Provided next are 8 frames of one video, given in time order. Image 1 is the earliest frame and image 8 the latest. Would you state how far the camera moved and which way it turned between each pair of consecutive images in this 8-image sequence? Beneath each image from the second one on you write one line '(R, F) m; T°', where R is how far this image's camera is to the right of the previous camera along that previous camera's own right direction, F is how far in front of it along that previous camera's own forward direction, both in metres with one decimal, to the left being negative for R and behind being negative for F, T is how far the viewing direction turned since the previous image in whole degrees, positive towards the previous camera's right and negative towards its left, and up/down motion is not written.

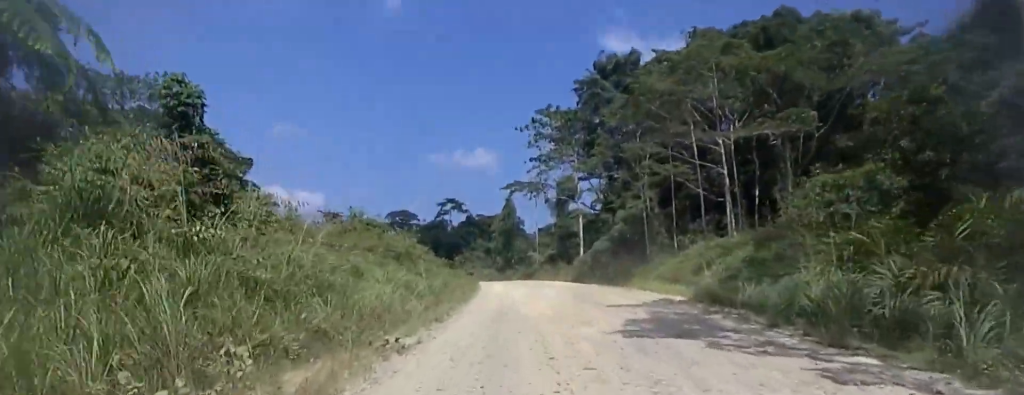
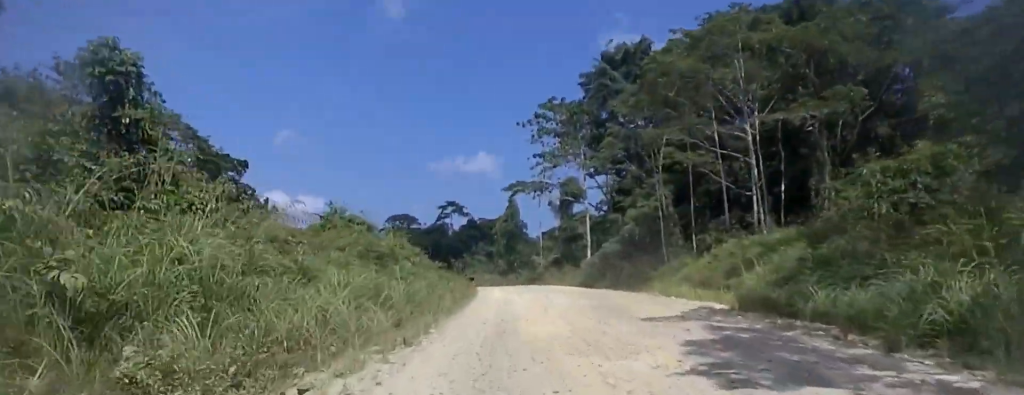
(0.0, +4.8) m; 0°
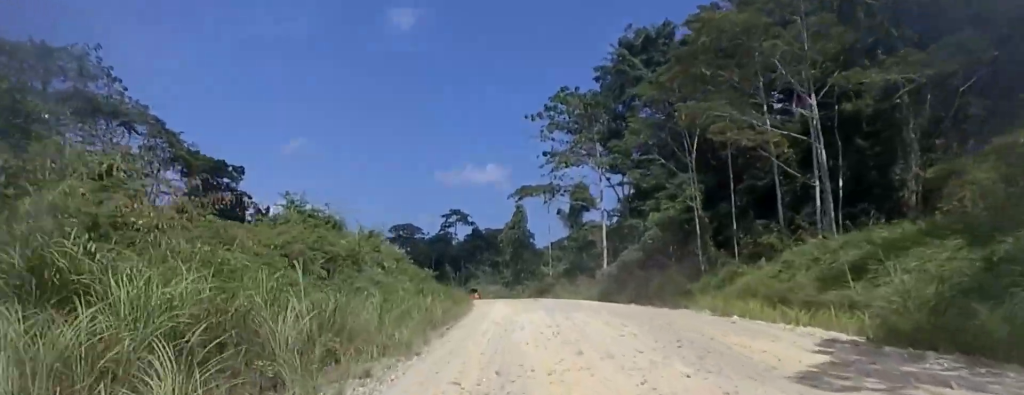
(0.0, +7.9) m; +1°
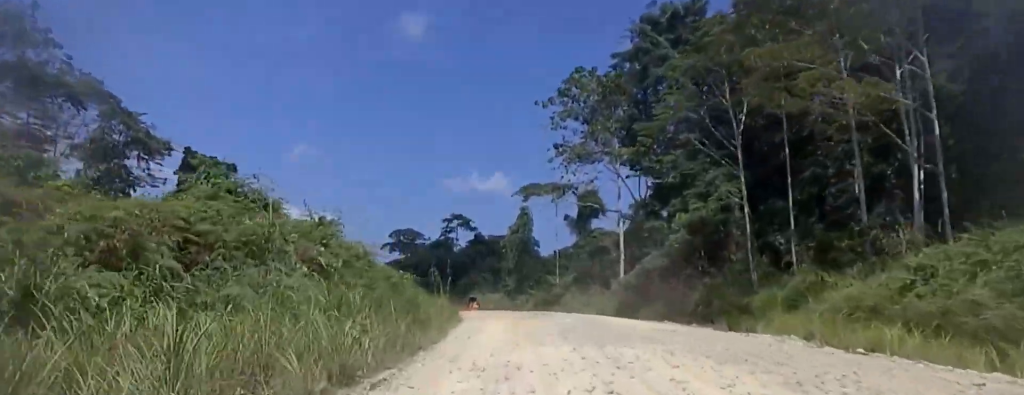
(+0.1, +8.3) m; +1°
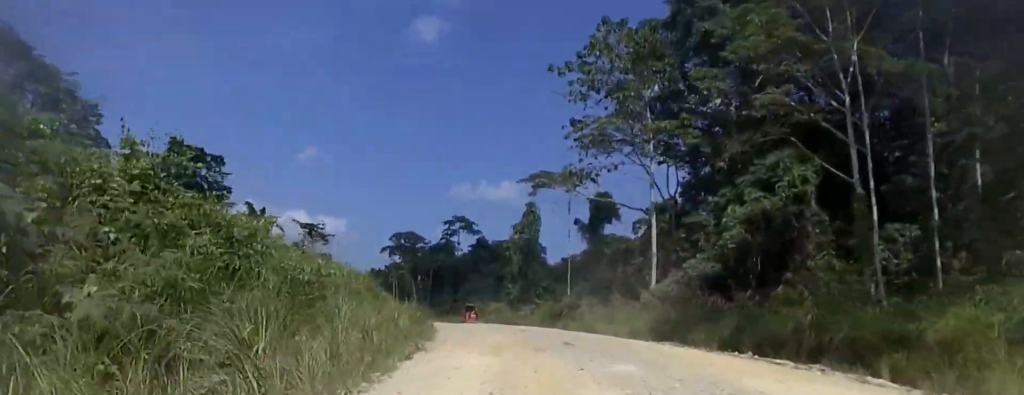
(+0.1, +11.8) m; 0°
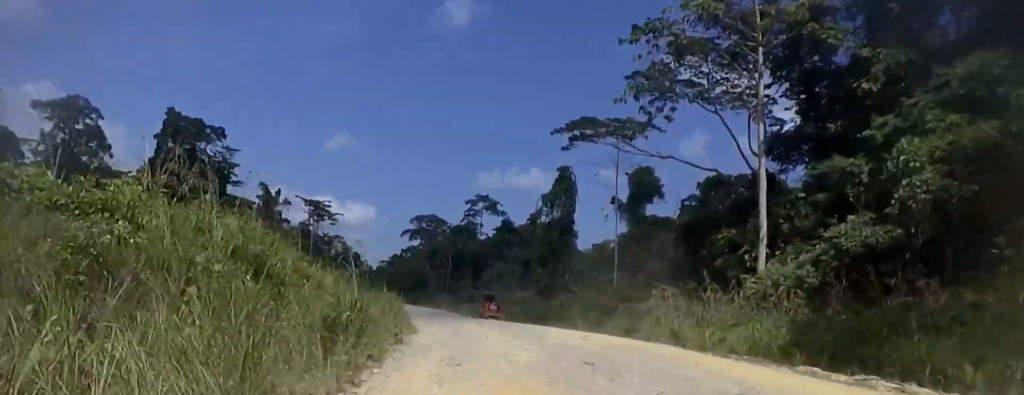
(-0.9, +15.9) m; -12°
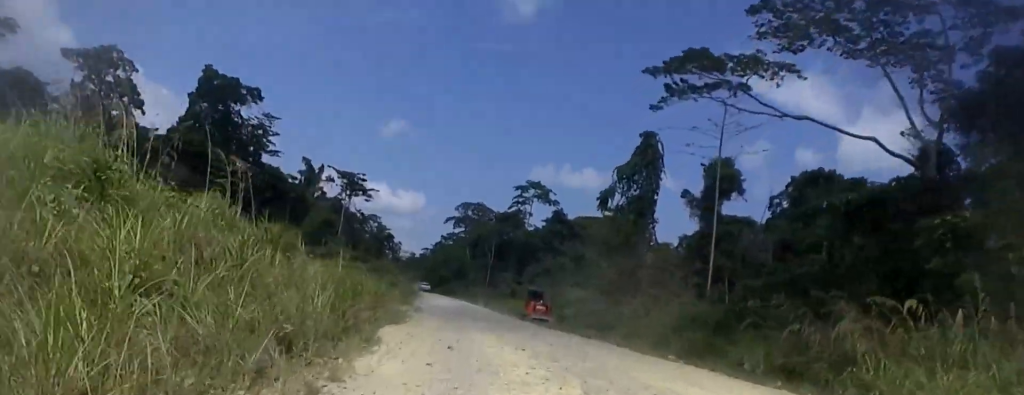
(-2.0, +14.3) m; -7°
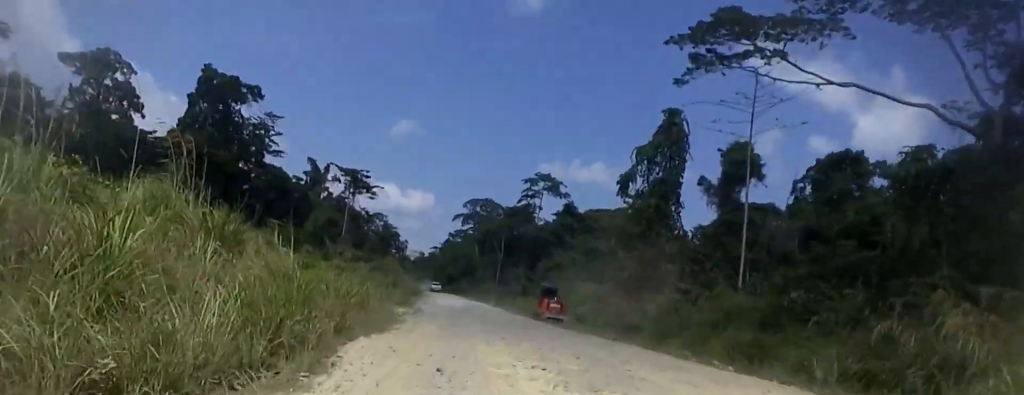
(+0.2, +3.7) m; +3°
